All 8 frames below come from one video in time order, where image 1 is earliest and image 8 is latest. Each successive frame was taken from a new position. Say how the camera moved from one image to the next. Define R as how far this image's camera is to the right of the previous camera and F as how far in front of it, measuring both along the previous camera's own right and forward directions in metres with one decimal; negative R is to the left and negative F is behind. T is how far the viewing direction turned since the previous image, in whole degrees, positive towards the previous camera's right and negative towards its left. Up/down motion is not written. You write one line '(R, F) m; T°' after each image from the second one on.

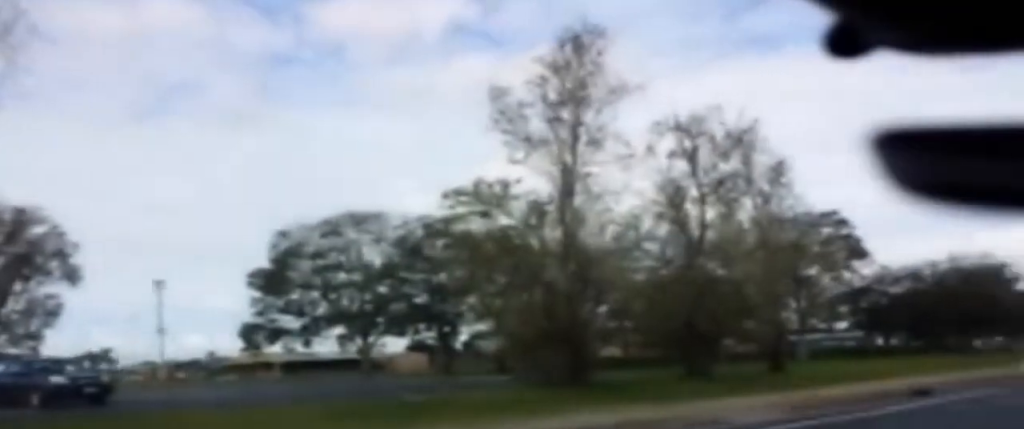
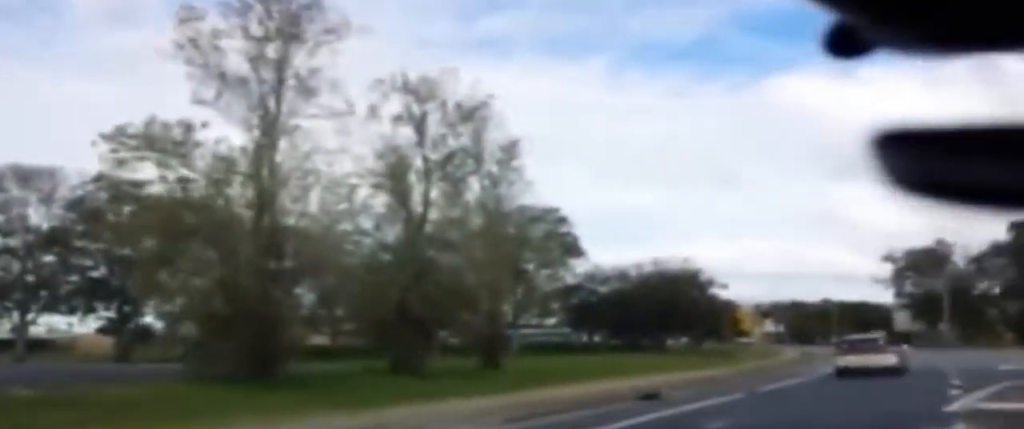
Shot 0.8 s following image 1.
(+0.2, +4.1) m; +12°
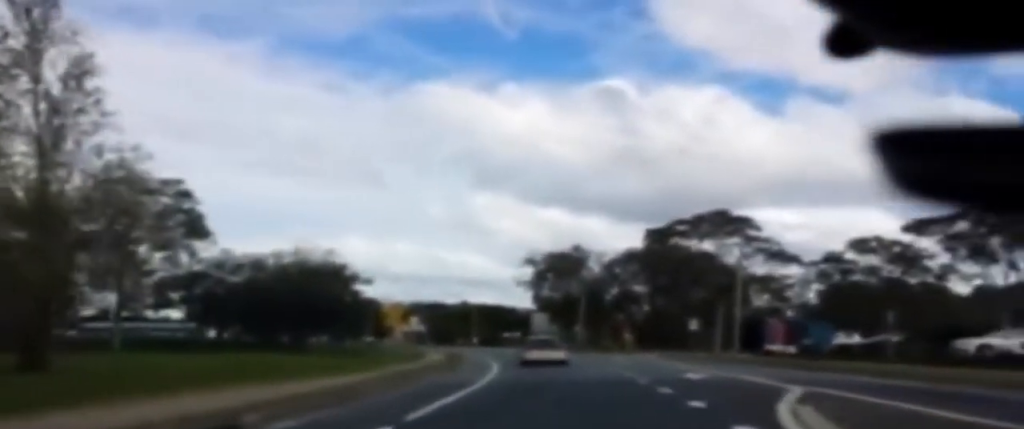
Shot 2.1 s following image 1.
(+1.4, +9.1) m; +13°
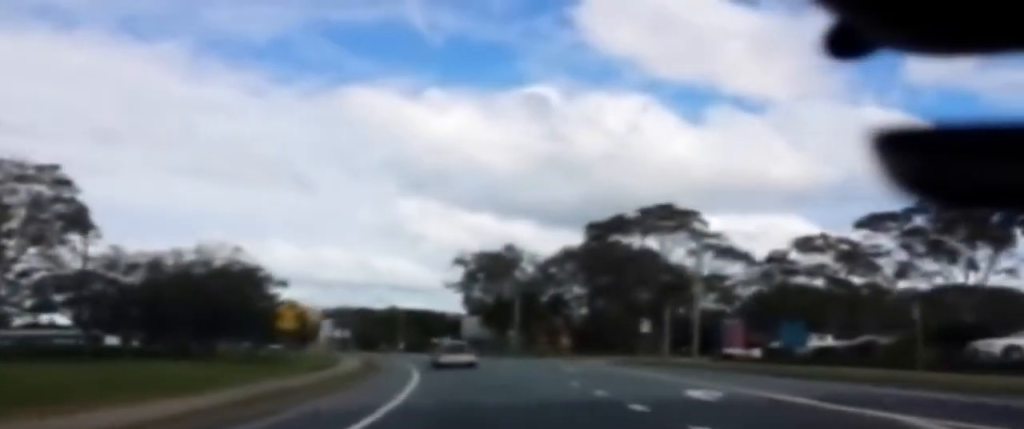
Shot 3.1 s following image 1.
(+0.5, +8.8) m; +4°
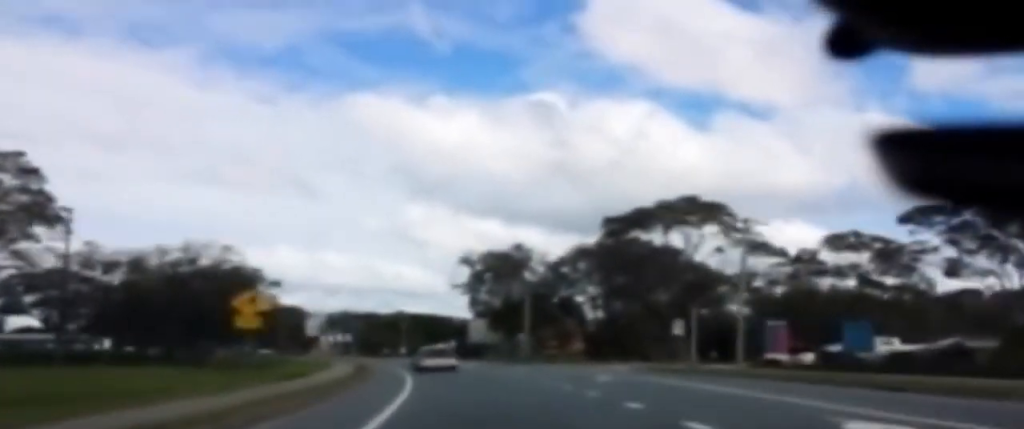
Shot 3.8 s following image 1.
(+0.1, +7.7) m; 0°
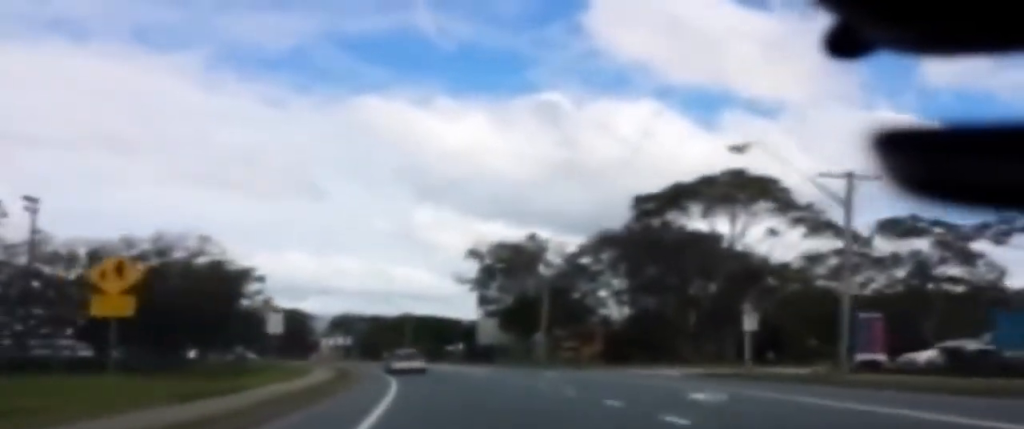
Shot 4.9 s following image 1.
(-0.2, +12.1) m; -4°
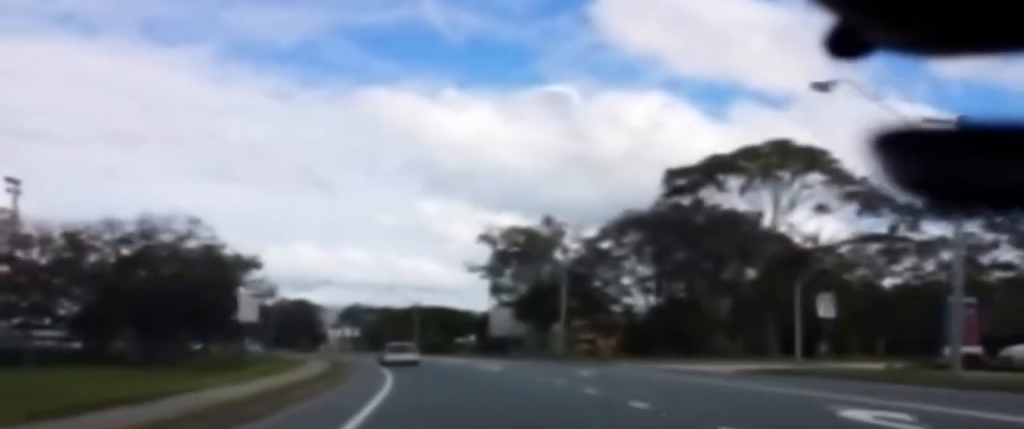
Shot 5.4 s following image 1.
(-0.3, +7.4) m; 0°
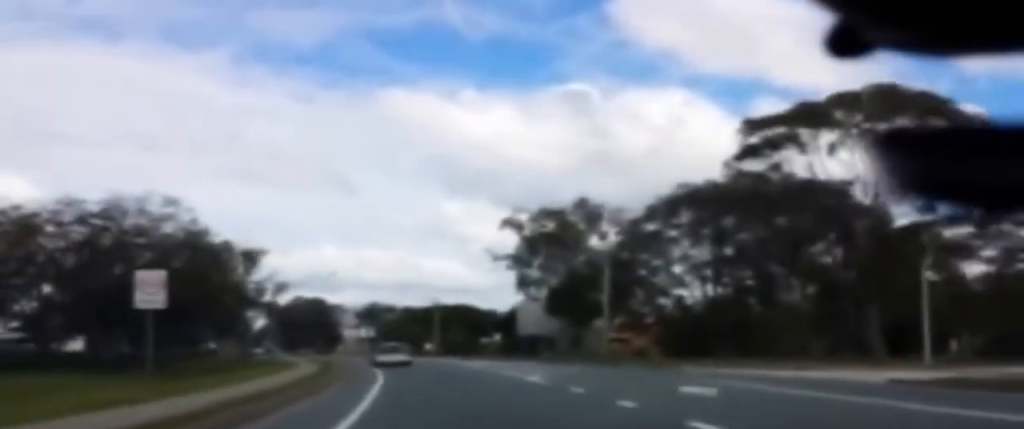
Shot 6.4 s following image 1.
(0.0, +12.5) m; -2°
